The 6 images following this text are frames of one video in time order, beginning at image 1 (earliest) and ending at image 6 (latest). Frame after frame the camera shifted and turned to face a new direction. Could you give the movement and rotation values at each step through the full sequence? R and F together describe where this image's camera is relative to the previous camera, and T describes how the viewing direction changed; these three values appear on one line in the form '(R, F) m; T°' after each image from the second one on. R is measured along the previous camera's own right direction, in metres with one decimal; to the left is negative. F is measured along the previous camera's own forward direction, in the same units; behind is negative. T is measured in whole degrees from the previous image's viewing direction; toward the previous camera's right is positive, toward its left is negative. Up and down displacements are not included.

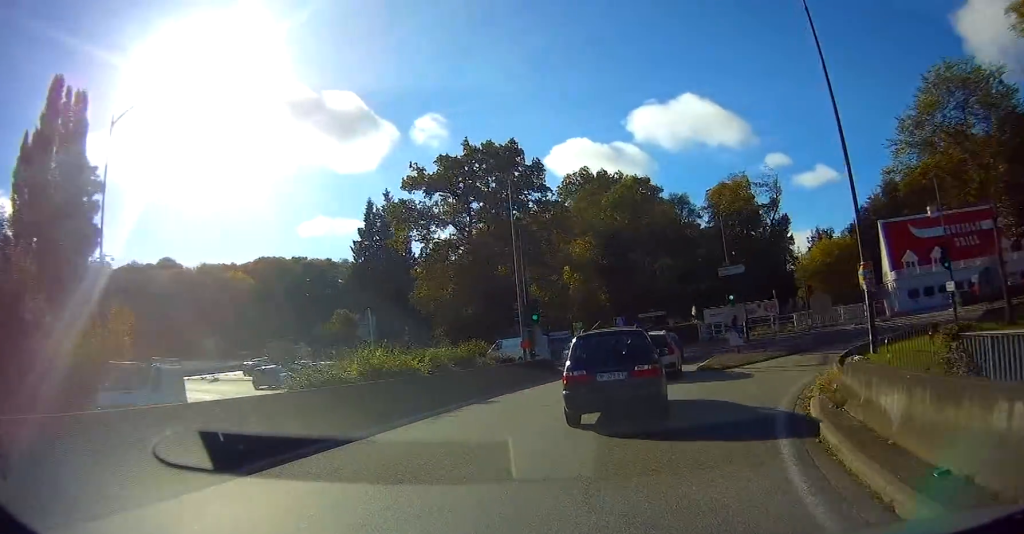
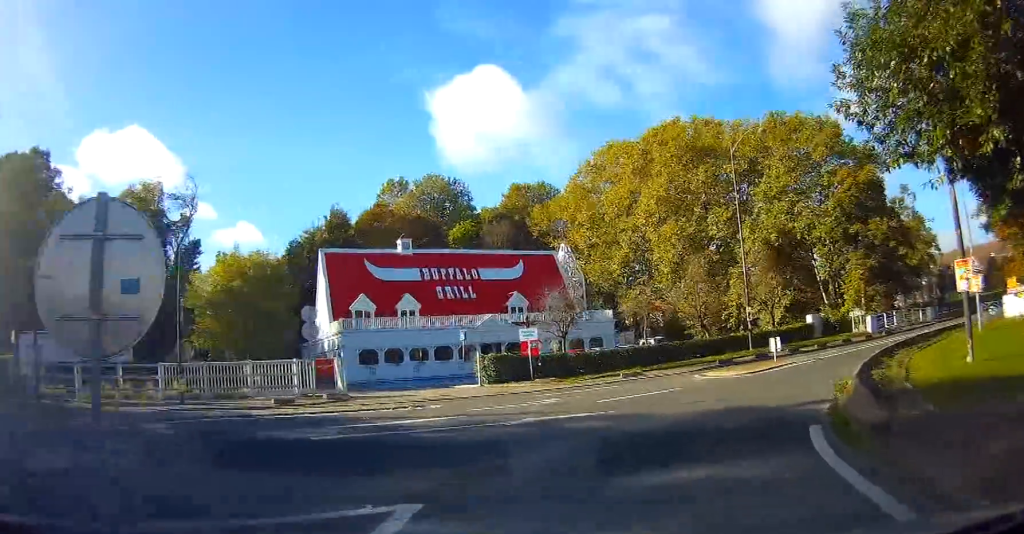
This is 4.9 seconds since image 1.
(+10.9, +22.4) m; +56°
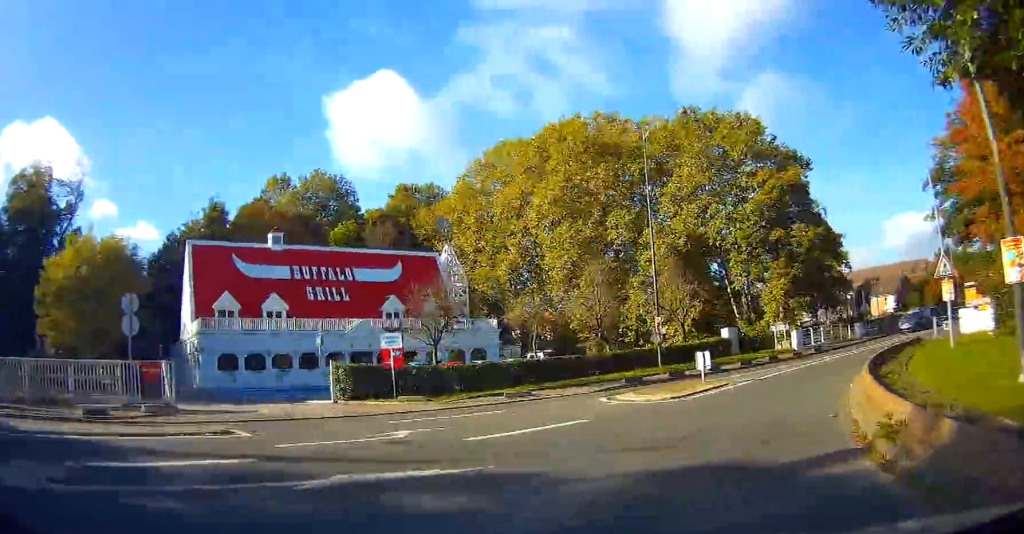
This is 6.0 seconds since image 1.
(+0.5, +5.2) m; +13°
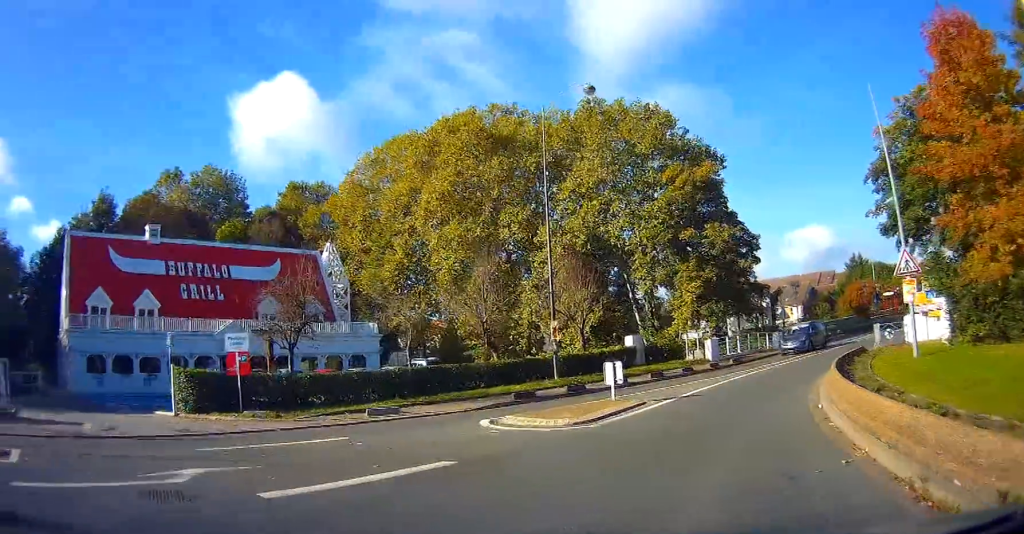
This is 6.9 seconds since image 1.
(+0.4, +4.1) m; +7°
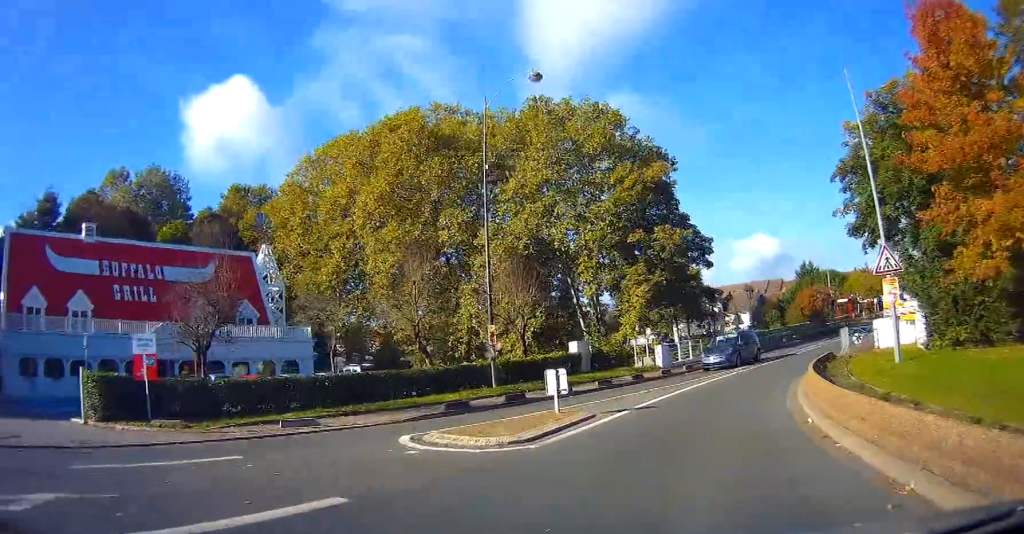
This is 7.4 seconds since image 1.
(+0.1, +2.4) m; +5°
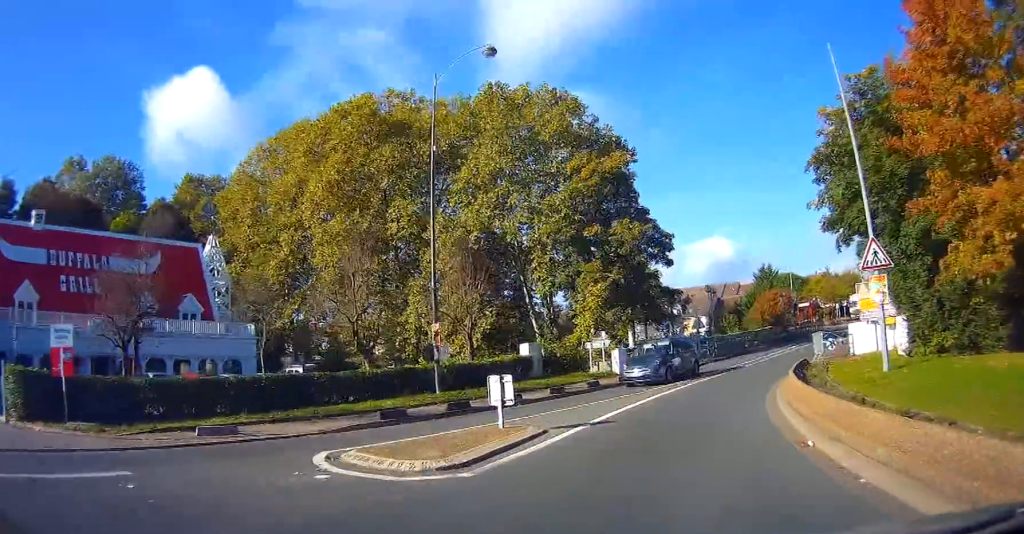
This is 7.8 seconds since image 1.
(0.0, +1.9) m; +5°
